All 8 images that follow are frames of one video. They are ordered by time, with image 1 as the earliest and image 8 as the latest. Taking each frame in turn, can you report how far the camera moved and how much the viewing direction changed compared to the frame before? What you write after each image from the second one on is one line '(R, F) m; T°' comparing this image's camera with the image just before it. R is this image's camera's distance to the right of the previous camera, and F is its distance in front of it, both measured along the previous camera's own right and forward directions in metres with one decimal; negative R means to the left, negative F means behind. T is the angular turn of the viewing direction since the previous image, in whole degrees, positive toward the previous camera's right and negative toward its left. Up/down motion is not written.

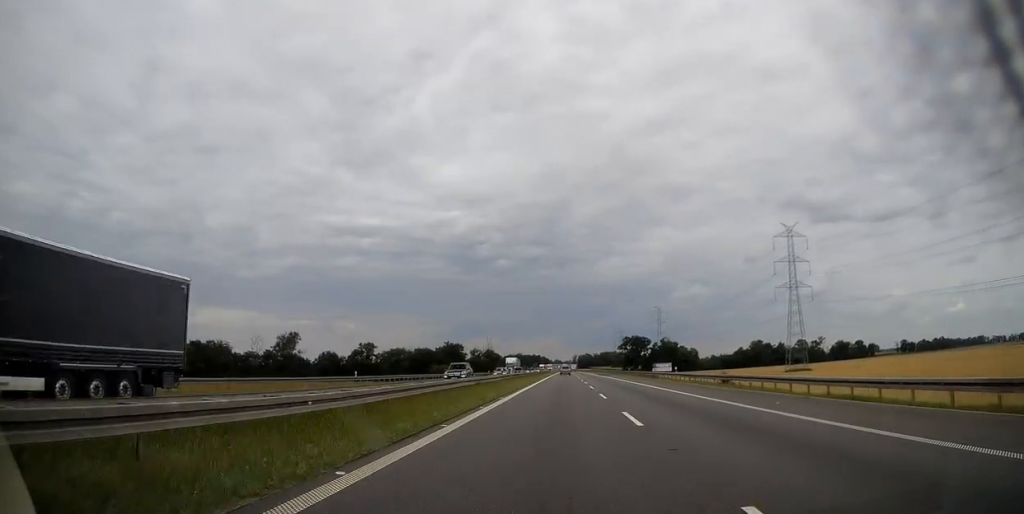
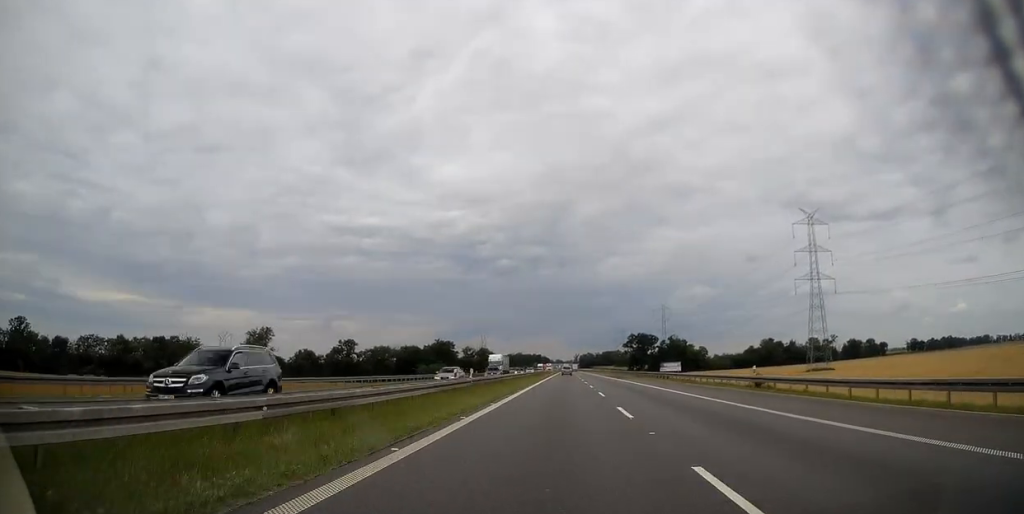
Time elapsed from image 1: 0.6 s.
(0.0, +21.7) m; 0°
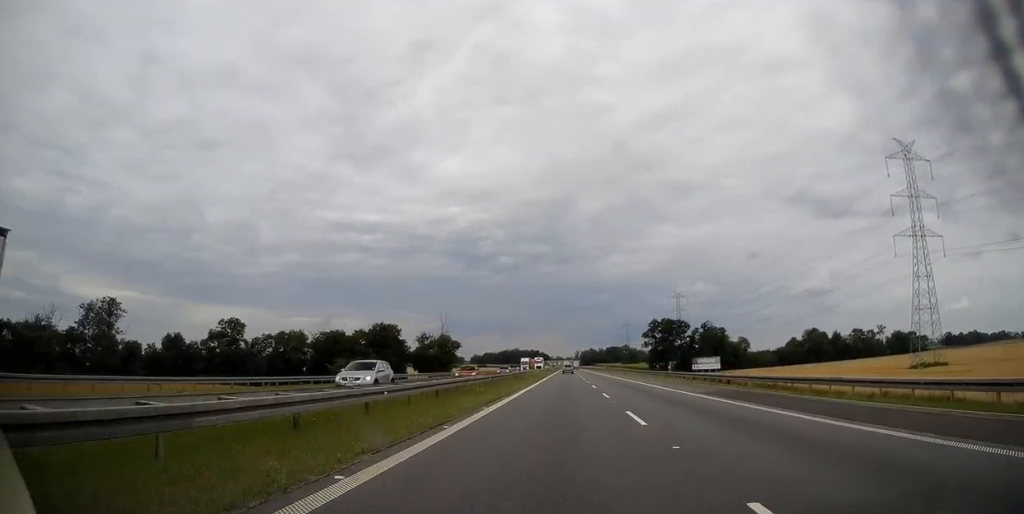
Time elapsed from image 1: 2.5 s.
(+0.1, +74.0) m; 0°
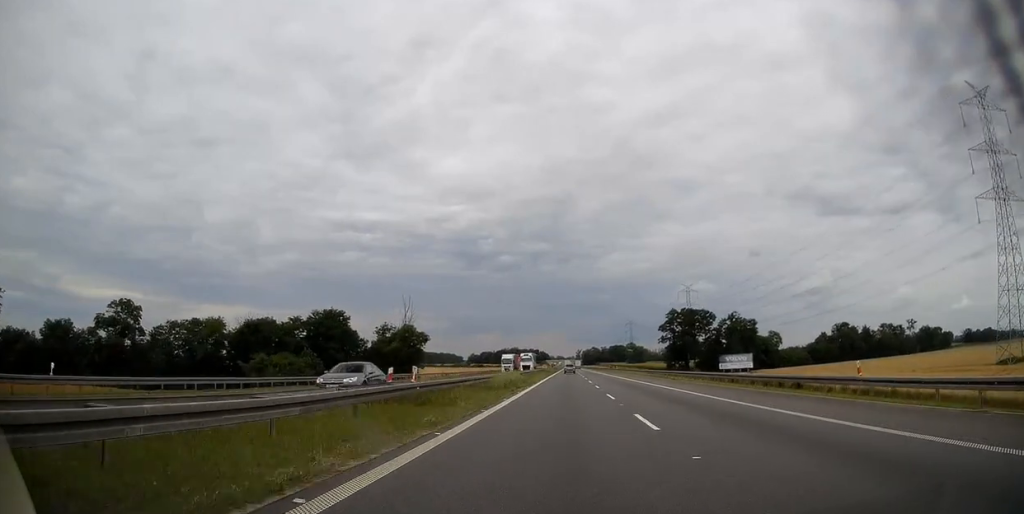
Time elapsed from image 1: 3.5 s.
(0.0, +36.9) m; 0°
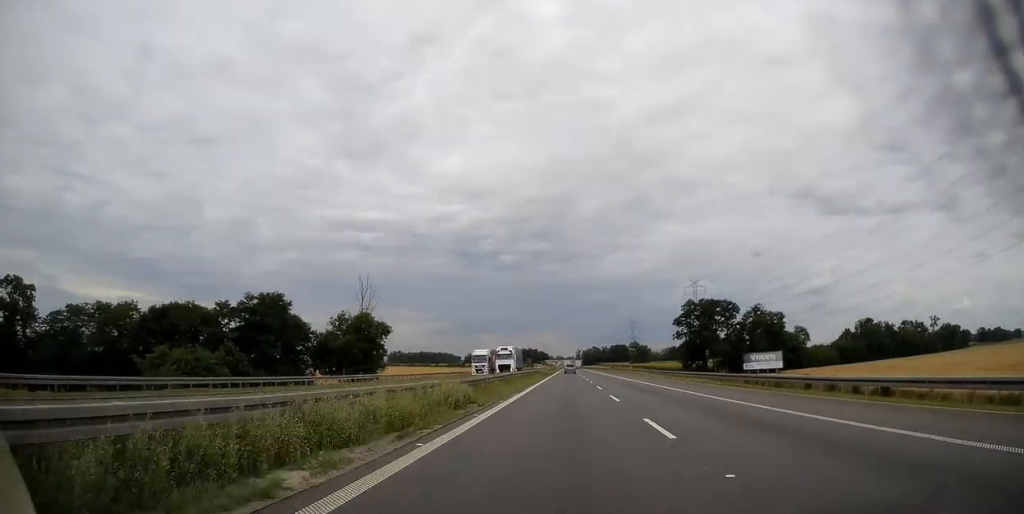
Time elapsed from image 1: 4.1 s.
(0.0, +25.4) m; 0°
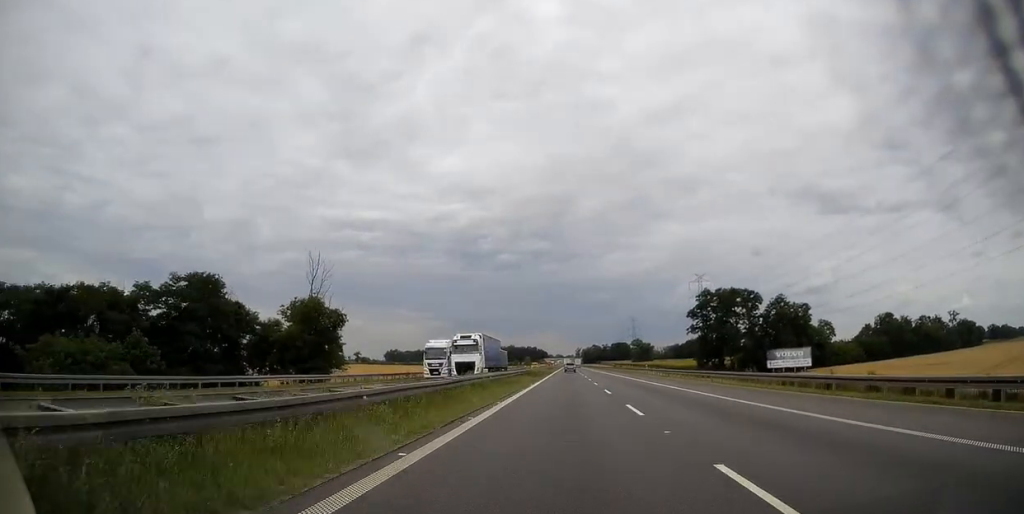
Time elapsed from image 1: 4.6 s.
(0.0, +19.0) m; 0°
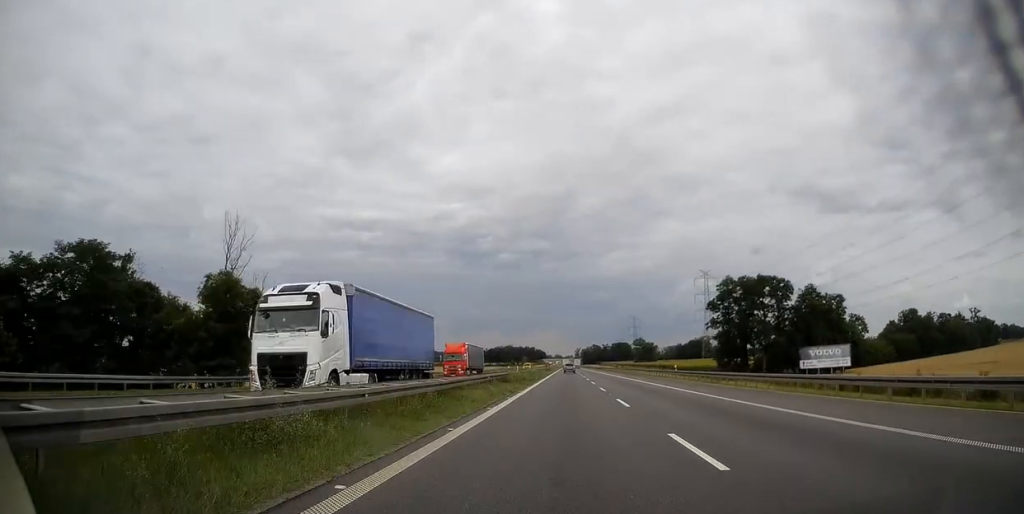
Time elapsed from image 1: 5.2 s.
(0.0, +20.2) m; 0°
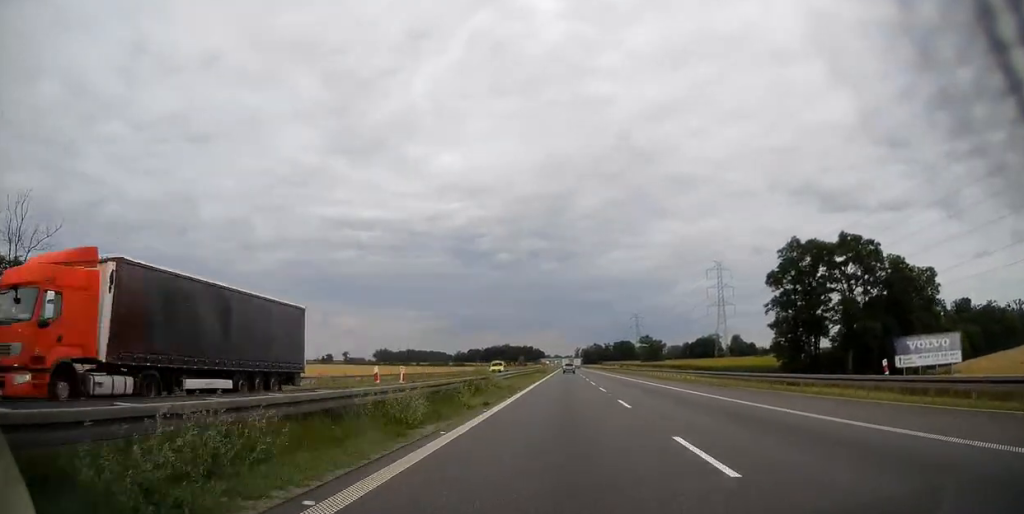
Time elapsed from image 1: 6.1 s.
(0.0, +36.4) m; 0°
